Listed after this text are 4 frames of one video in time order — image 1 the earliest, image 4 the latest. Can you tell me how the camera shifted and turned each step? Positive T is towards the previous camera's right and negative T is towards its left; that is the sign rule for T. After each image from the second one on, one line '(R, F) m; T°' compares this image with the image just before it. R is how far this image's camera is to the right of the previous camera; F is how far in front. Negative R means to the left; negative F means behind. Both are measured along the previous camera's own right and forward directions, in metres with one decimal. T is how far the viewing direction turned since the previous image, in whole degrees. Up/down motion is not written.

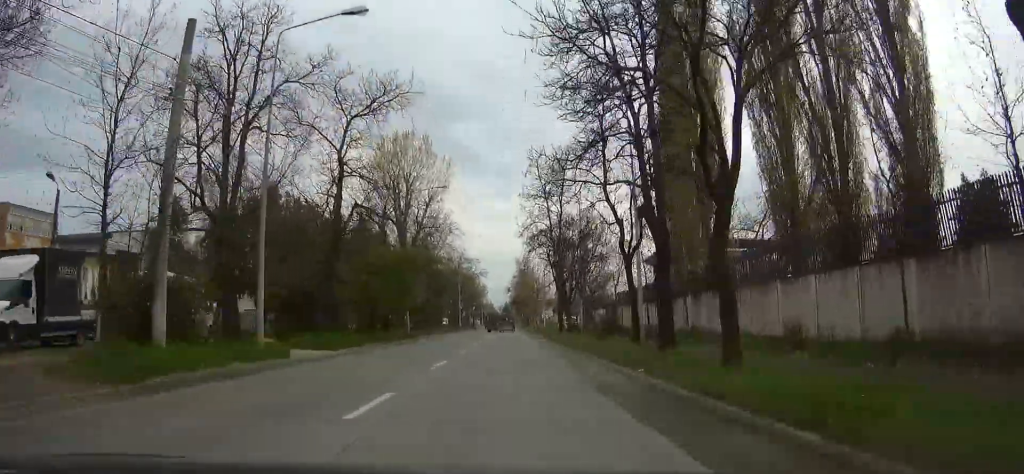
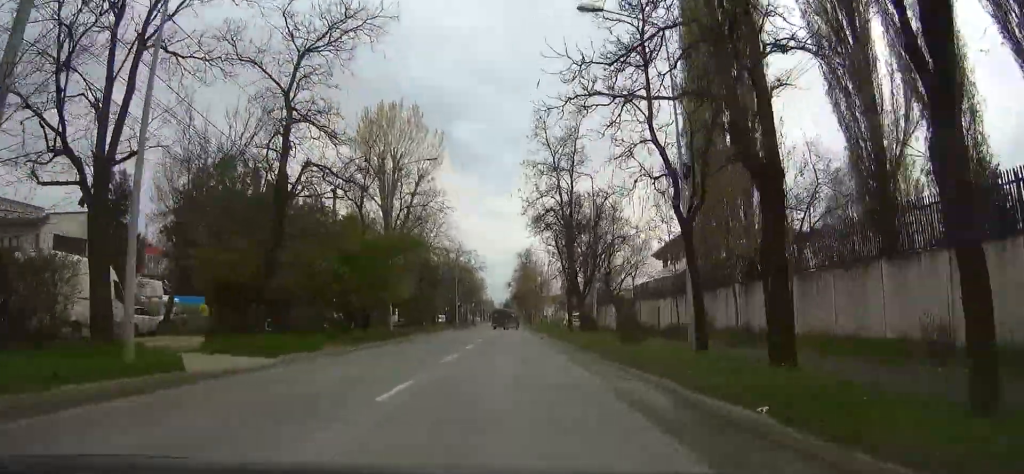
(0.0, +7.3) m; 0°
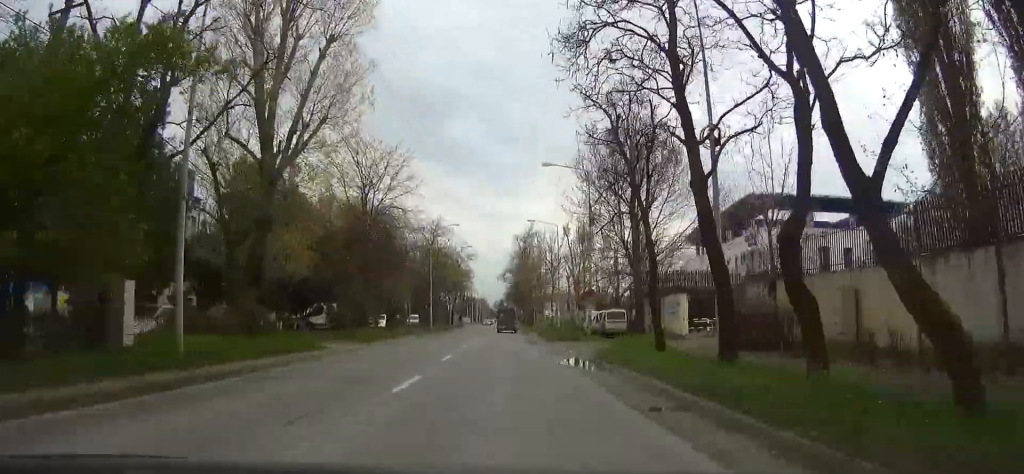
(0.0, +26.5) m; 0°
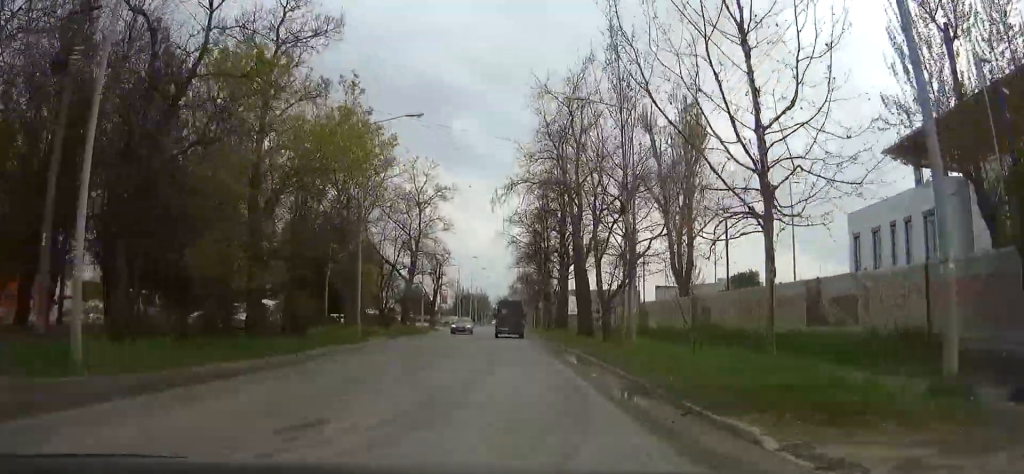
(0.0, +60.0) m; 0°
